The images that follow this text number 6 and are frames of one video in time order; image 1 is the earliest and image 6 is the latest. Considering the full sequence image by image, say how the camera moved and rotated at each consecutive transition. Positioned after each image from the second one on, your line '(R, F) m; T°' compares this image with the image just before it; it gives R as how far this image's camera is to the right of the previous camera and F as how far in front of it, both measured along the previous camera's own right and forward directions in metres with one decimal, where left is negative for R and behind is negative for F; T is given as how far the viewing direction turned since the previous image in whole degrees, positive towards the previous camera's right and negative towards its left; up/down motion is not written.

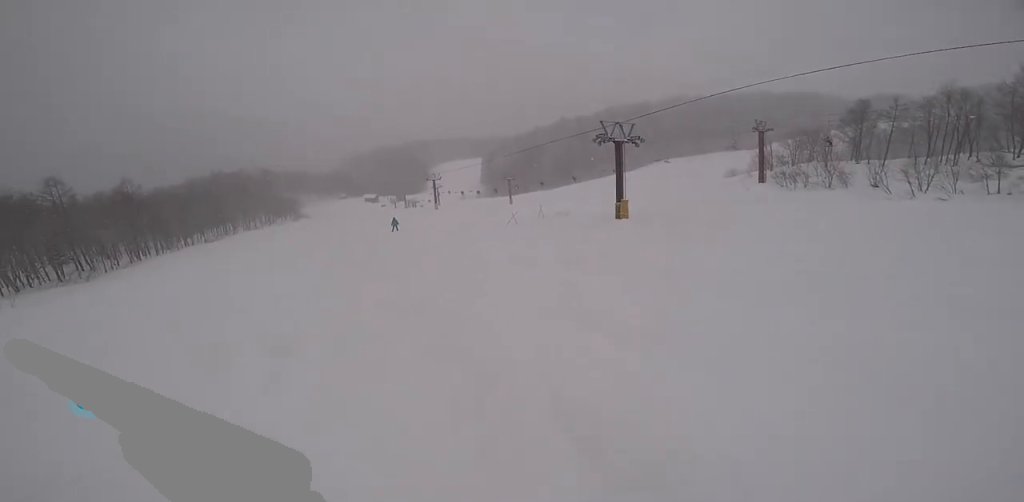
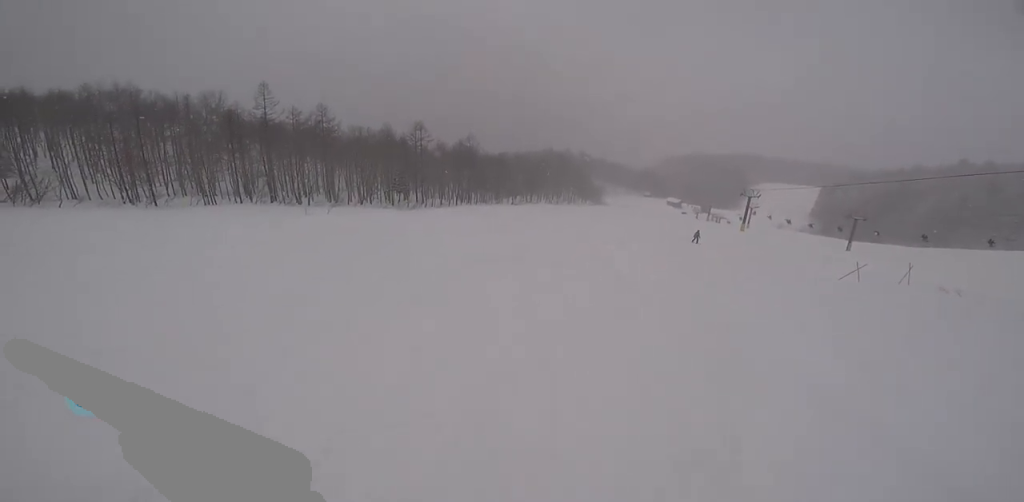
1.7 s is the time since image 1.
(-0.5, +6.1) m; -10°
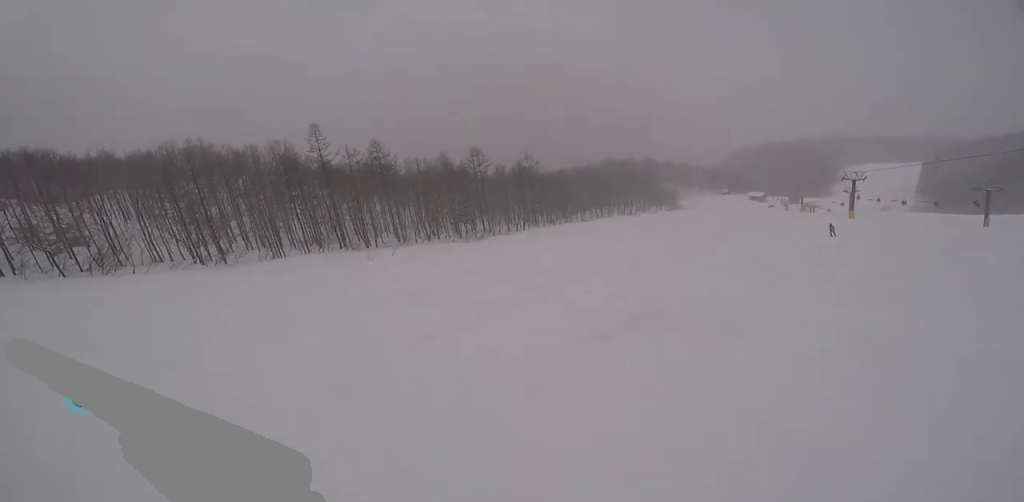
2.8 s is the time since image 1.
(-0.1, +3.9) m; 0°
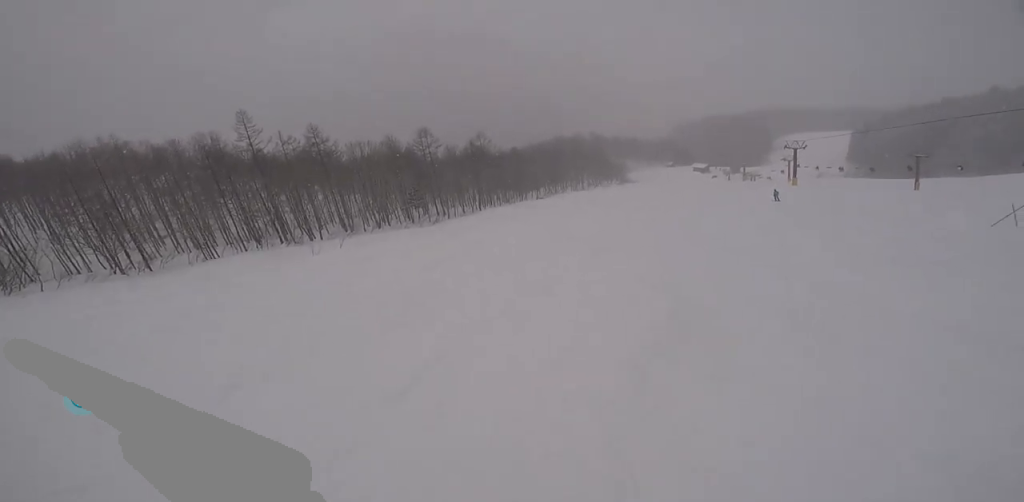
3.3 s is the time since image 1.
(0.0, +1.5) m; +2°
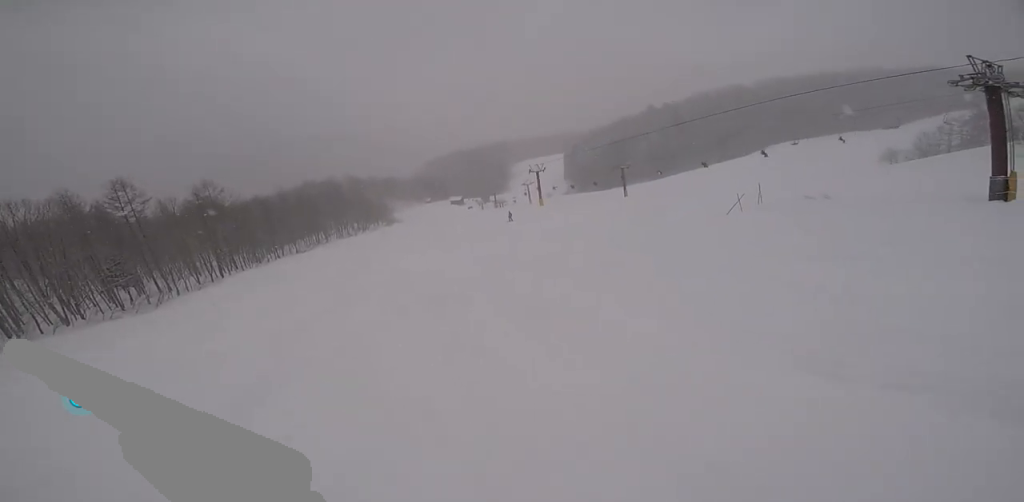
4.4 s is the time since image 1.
(+0.3, +3.7) m; +10°
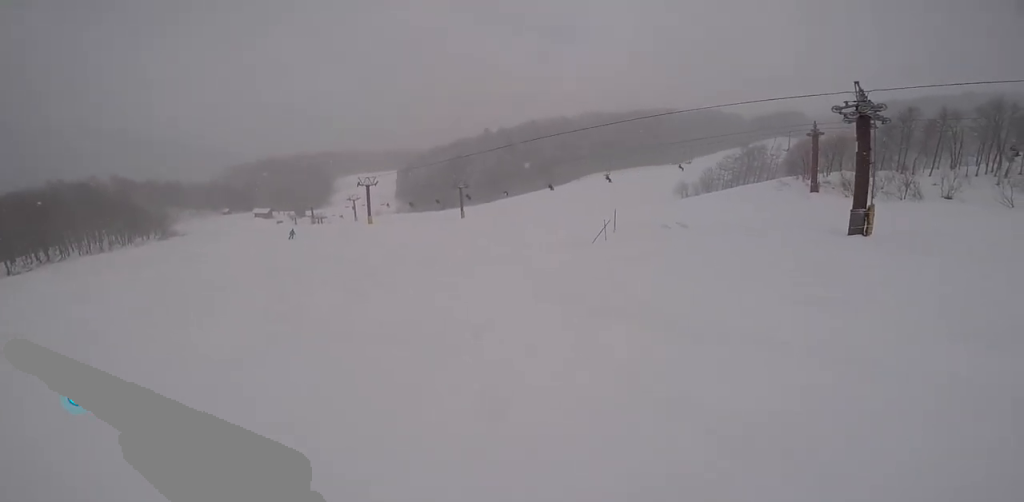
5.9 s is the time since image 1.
(+0.5, +5.0) m; +9°
